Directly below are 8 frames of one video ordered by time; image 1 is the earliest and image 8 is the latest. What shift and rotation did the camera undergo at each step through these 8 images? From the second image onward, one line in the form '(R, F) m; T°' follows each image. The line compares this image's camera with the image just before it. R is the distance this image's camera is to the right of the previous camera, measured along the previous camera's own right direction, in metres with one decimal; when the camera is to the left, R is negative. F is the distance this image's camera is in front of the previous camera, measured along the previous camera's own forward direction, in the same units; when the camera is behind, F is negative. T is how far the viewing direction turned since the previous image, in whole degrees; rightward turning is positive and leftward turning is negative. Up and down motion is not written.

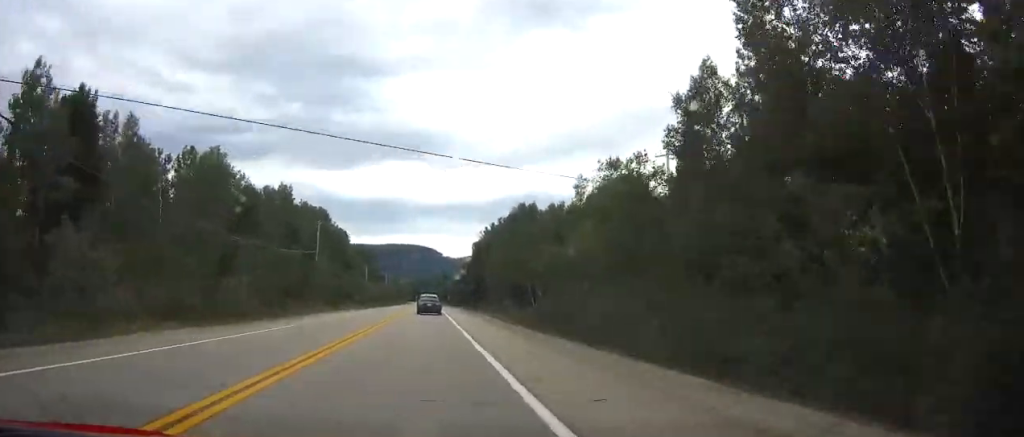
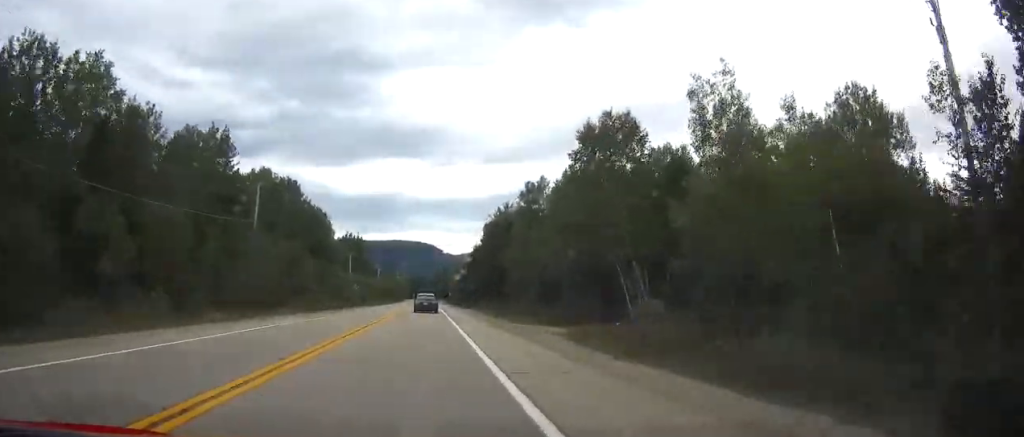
(0.0, +31.0) m; 0°
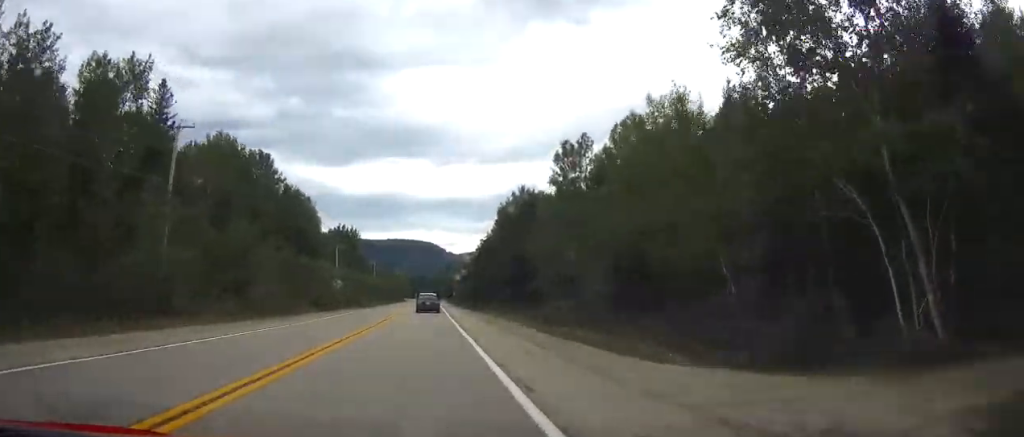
(0.0, +20.0) m; 0°
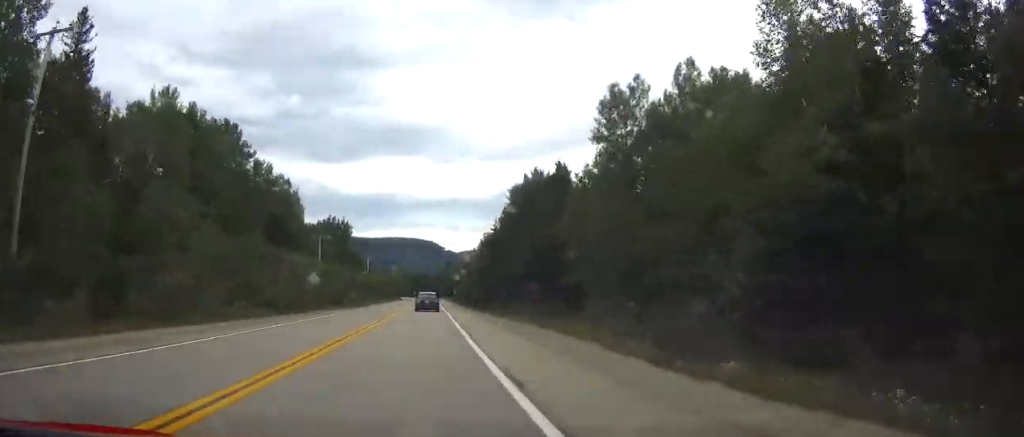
(0.0, +15.5) m; 0°
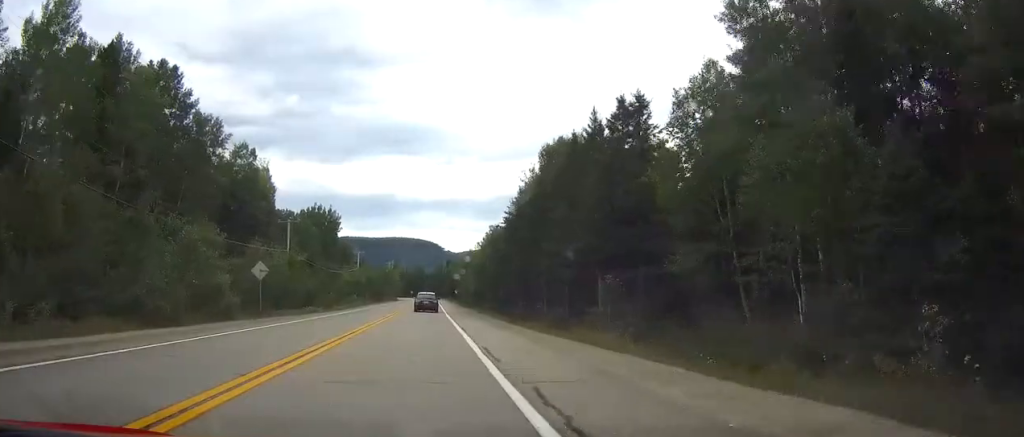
(0.0, +19.5) m; 0°
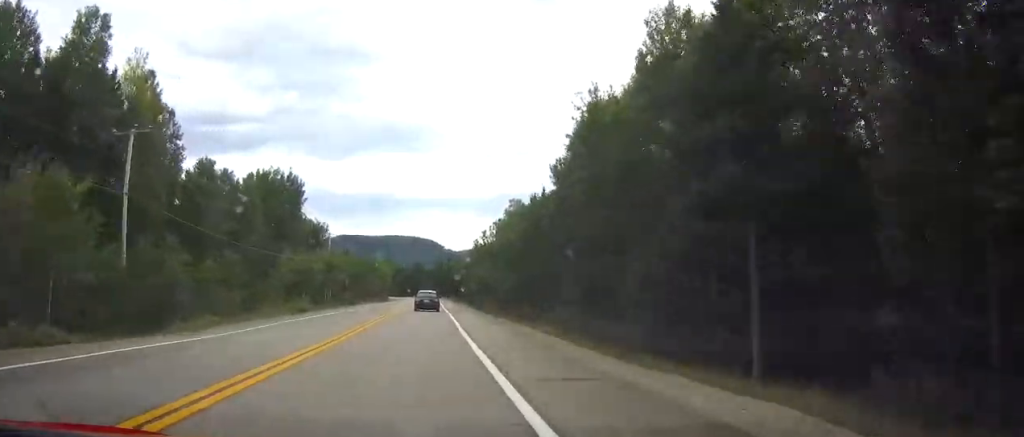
(0.0, +39.5) m; 0°
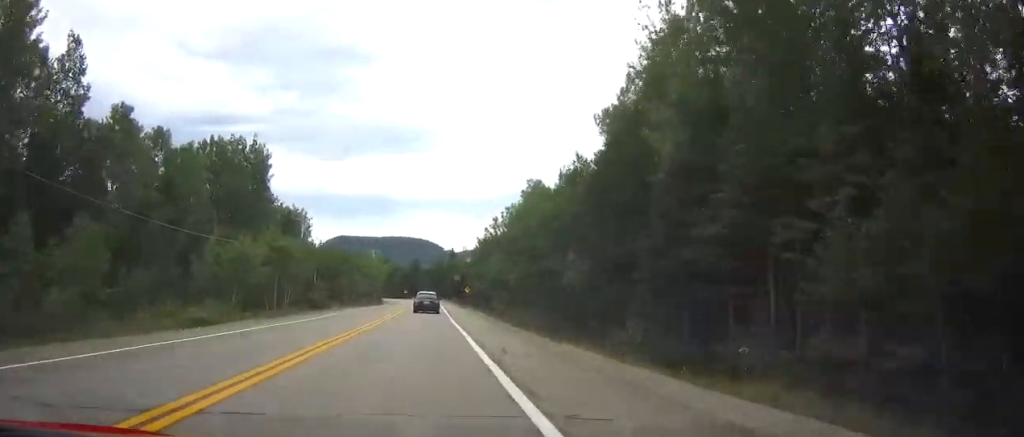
(0.0, +20.9) m; 0°
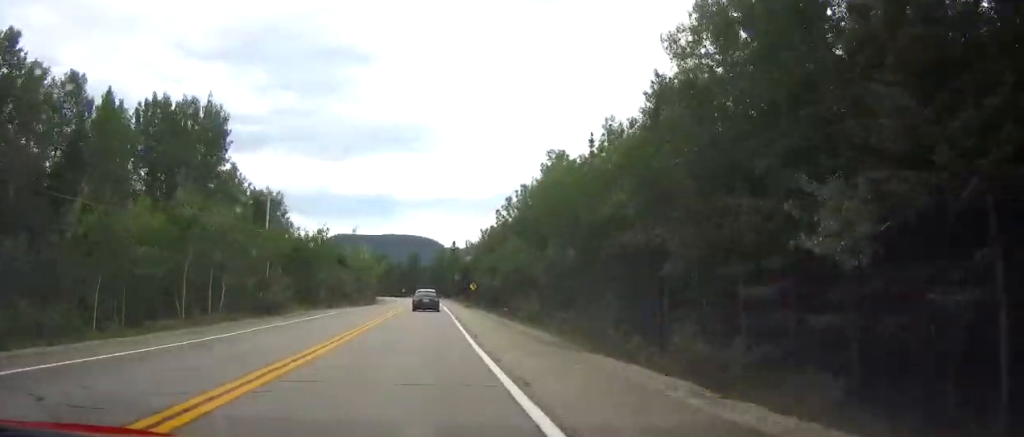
(0.0, +16.9) m; 0°
